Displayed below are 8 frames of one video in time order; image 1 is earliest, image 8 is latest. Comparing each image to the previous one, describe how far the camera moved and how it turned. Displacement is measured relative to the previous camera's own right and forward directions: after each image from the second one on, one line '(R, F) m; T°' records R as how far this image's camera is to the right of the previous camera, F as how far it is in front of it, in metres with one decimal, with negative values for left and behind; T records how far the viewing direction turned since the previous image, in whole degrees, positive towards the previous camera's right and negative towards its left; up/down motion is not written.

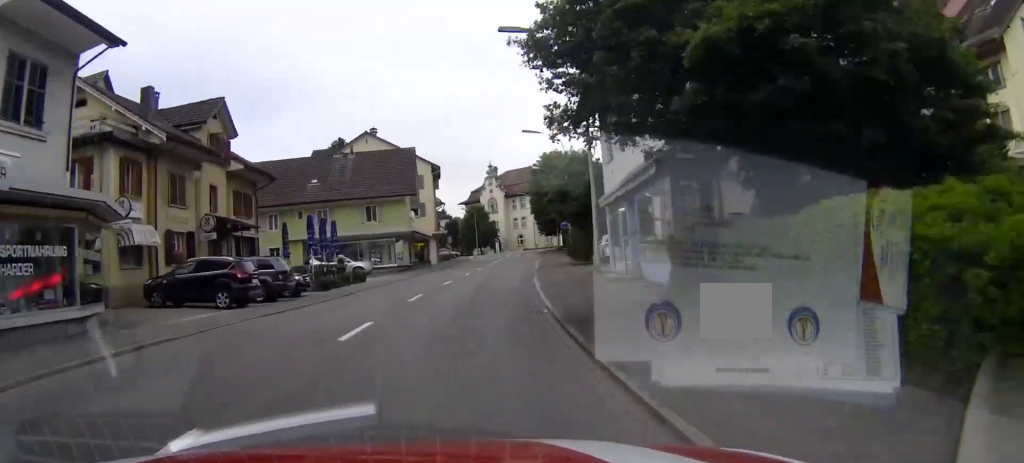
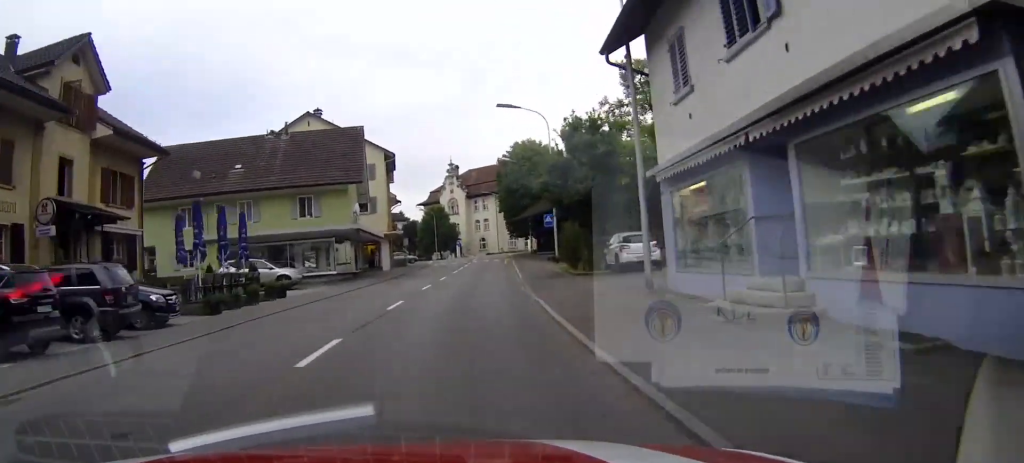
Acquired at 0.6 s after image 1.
(+0.5, +11.5) m; +4°
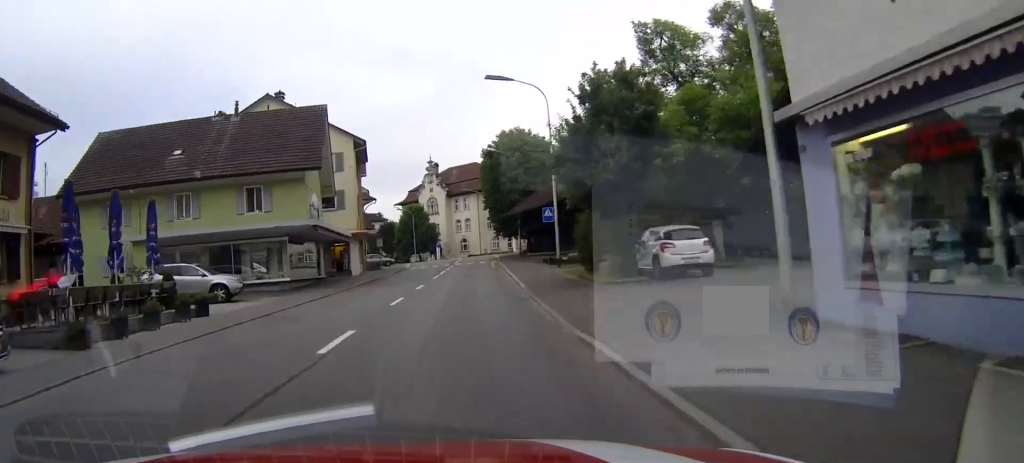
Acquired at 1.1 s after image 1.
(+0.4, +7.8) m; +2°
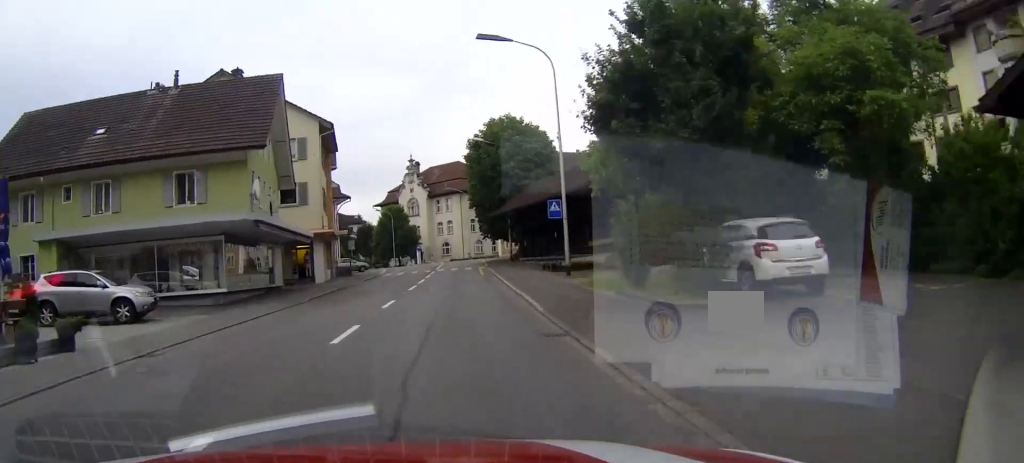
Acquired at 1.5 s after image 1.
(+0.2, +7.7) m; +1°
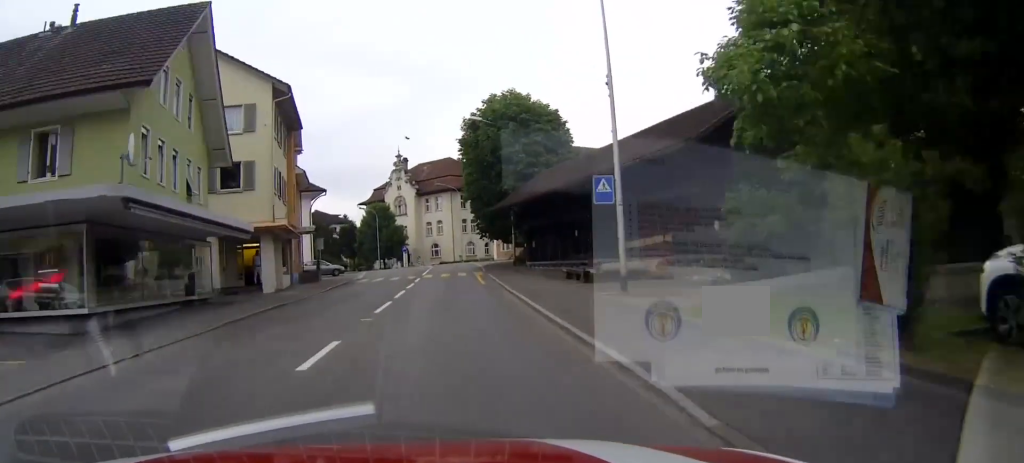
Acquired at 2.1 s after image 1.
(0.0, +10.6) m; 0°
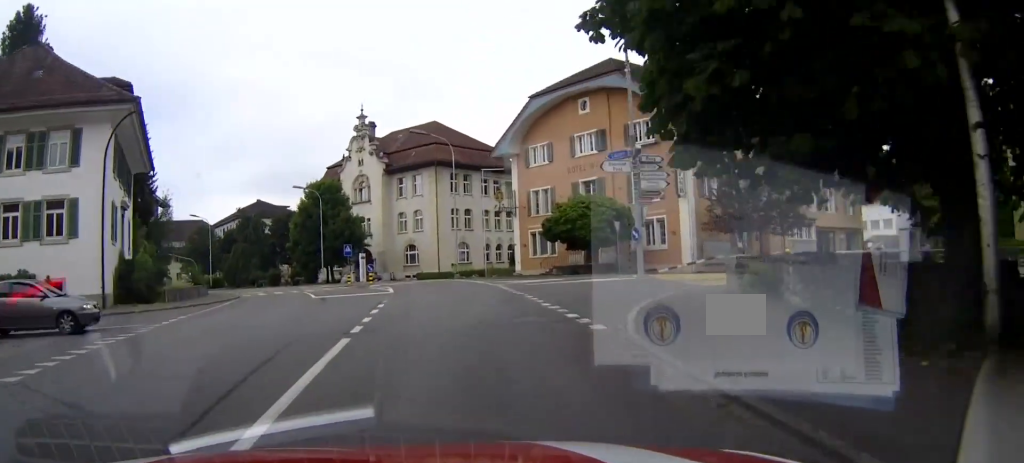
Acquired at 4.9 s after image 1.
(+0.2, +44.6) m; +7°
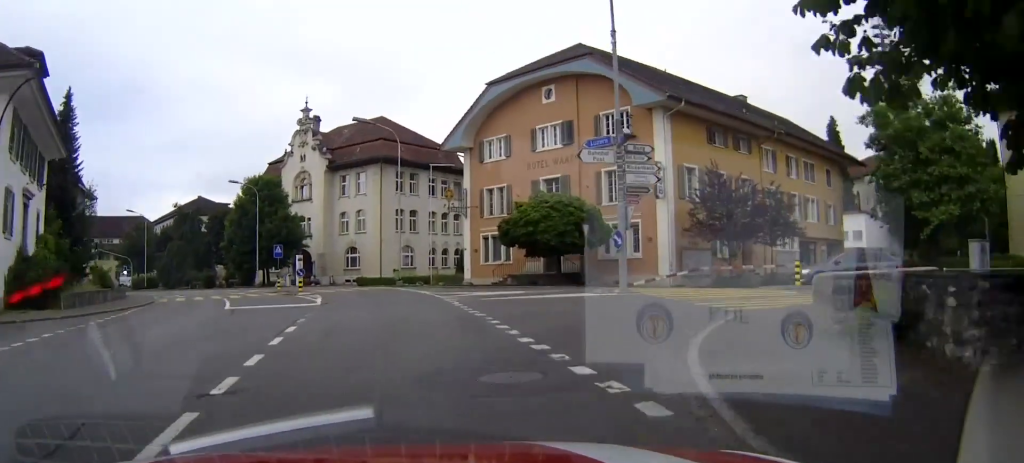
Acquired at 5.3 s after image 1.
(-0.7, +6.6) m; +6°
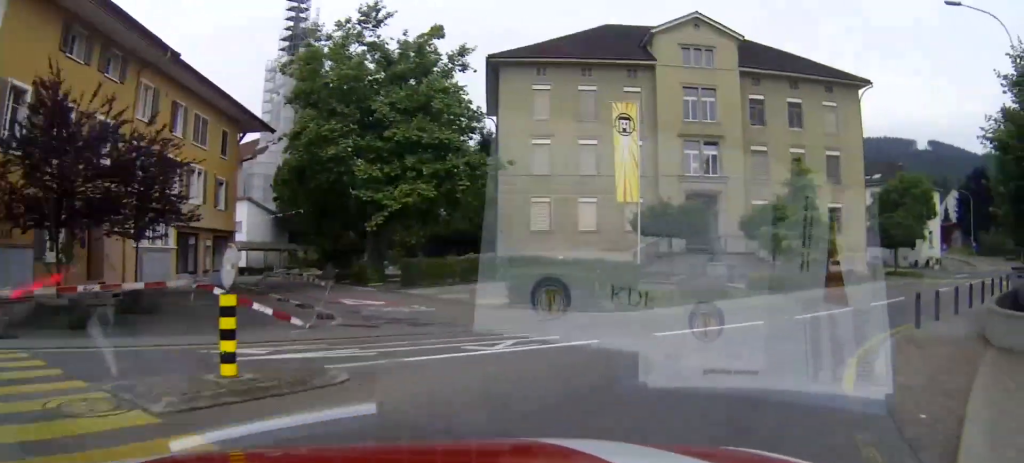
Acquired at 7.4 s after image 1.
(+7.6, +18.7) m; +50°
